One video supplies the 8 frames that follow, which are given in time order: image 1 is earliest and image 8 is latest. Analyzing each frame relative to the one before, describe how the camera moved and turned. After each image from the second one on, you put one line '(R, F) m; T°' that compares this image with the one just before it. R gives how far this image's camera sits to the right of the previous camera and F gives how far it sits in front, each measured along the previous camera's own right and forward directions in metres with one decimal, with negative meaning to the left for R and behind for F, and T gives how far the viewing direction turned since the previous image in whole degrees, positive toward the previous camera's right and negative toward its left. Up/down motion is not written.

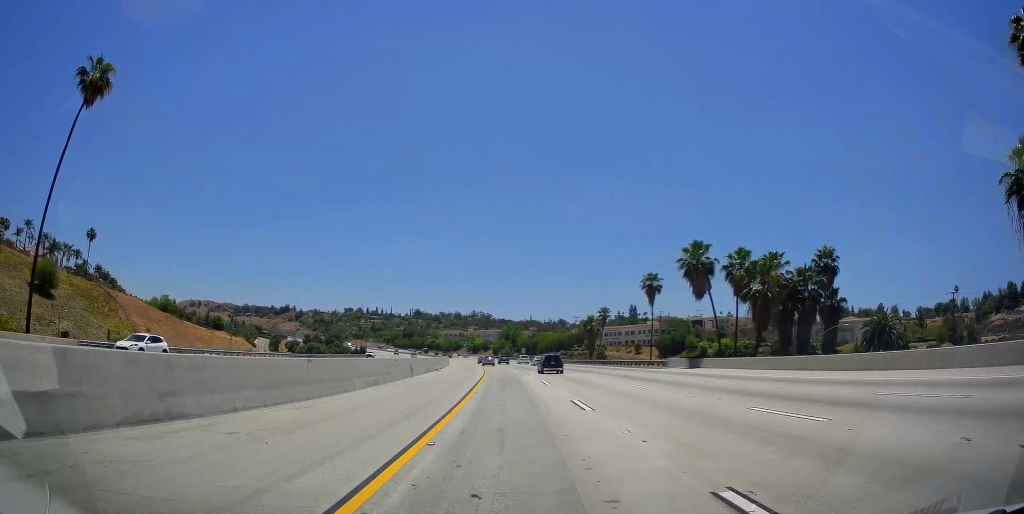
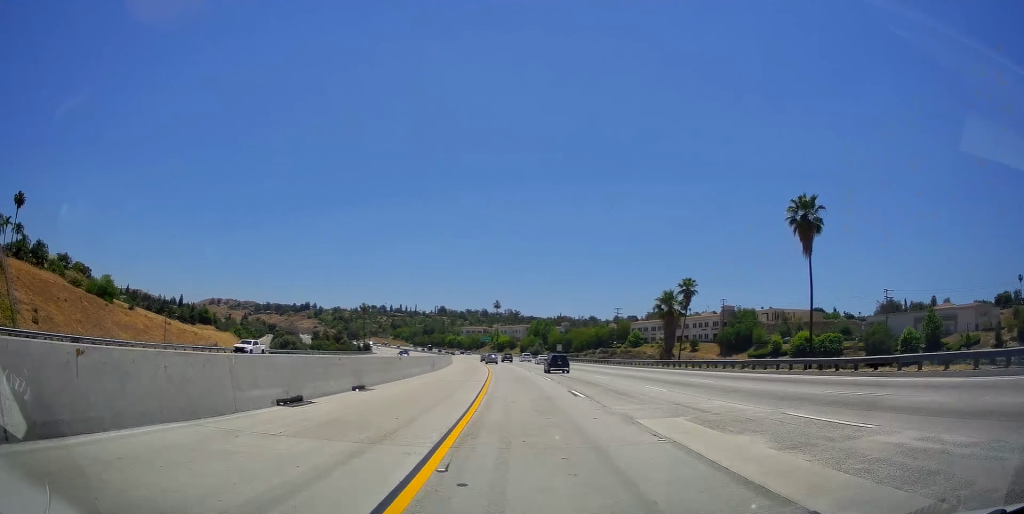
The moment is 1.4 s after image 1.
(-1.3, +44.1) m; -2°
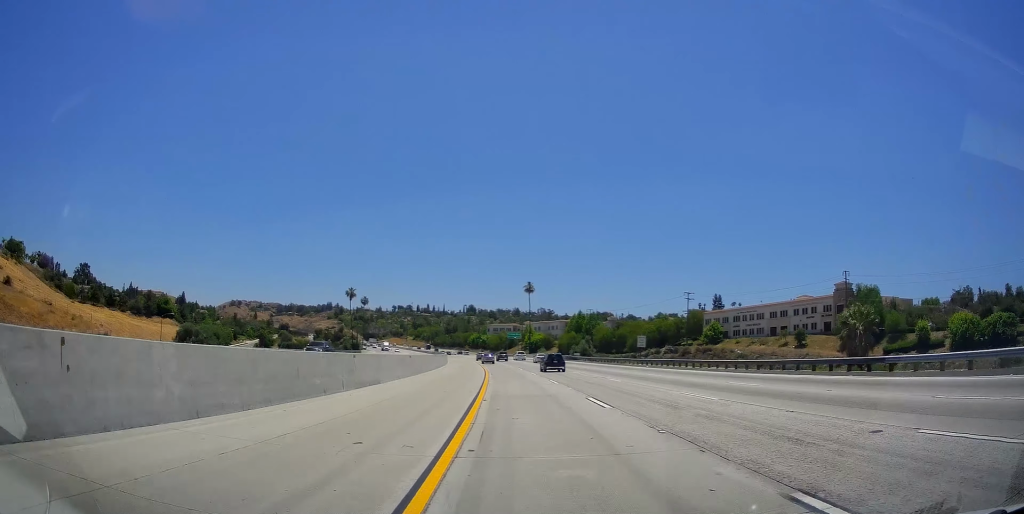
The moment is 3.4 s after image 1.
(-1.3, +62.8) m; -3°
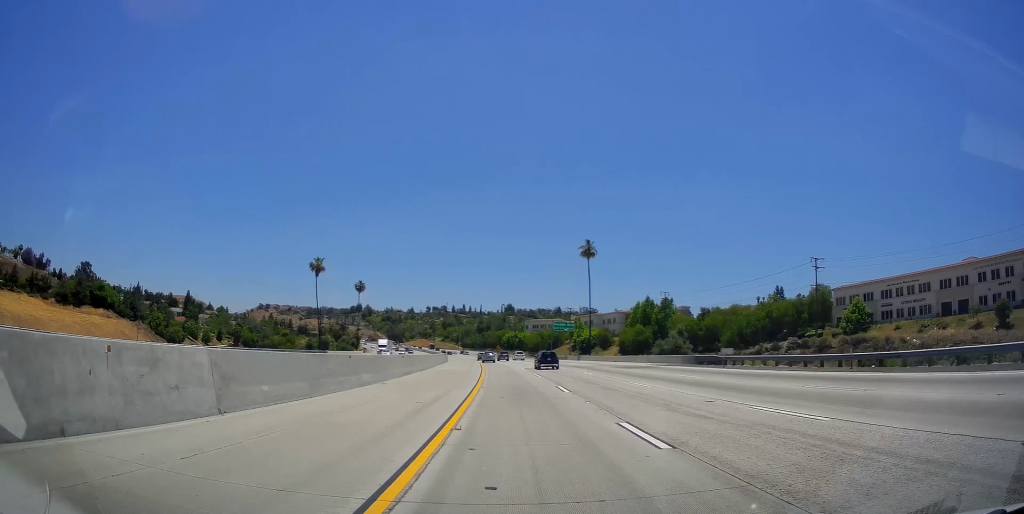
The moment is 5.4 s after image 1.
(-2.4, +65.7) m; -4°
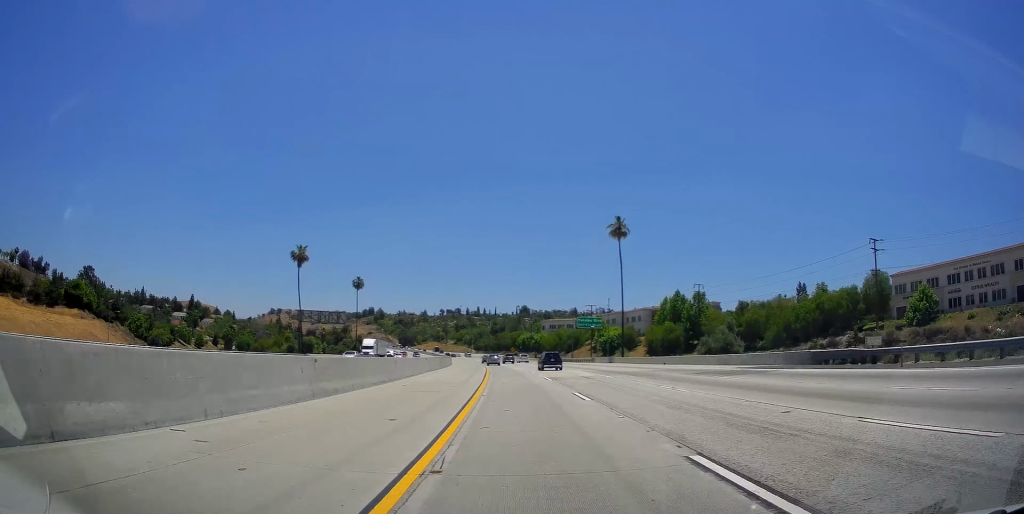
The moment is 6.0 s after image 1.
(-0.3, +17.9) m; -1°
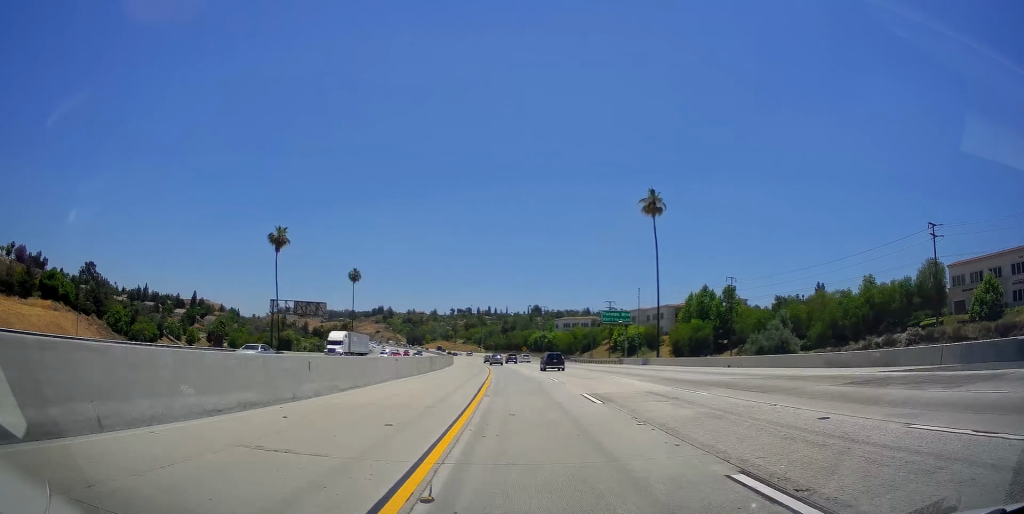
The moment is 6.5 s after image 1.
(0.0, +15.4) m; -1°
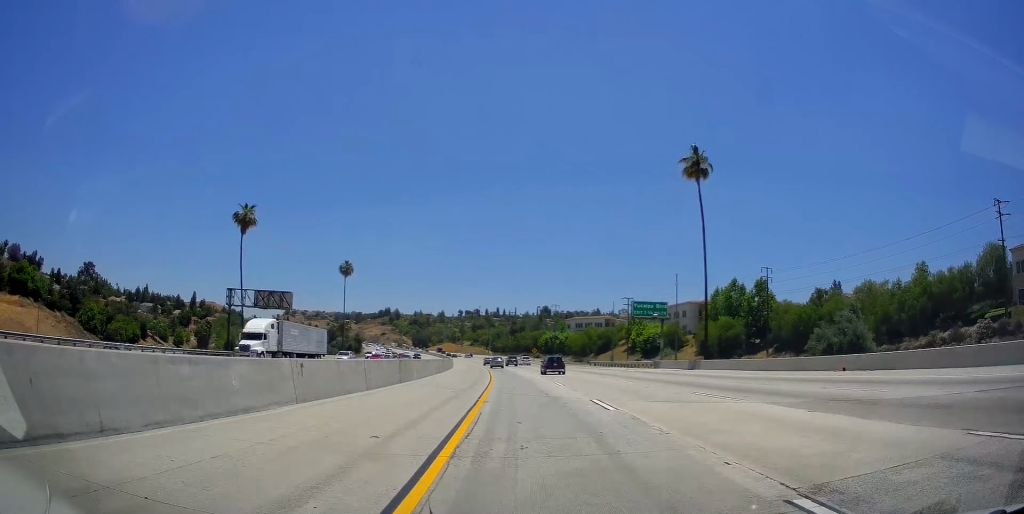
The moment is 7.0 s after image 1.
(-0.2, +15.6) m; -1°
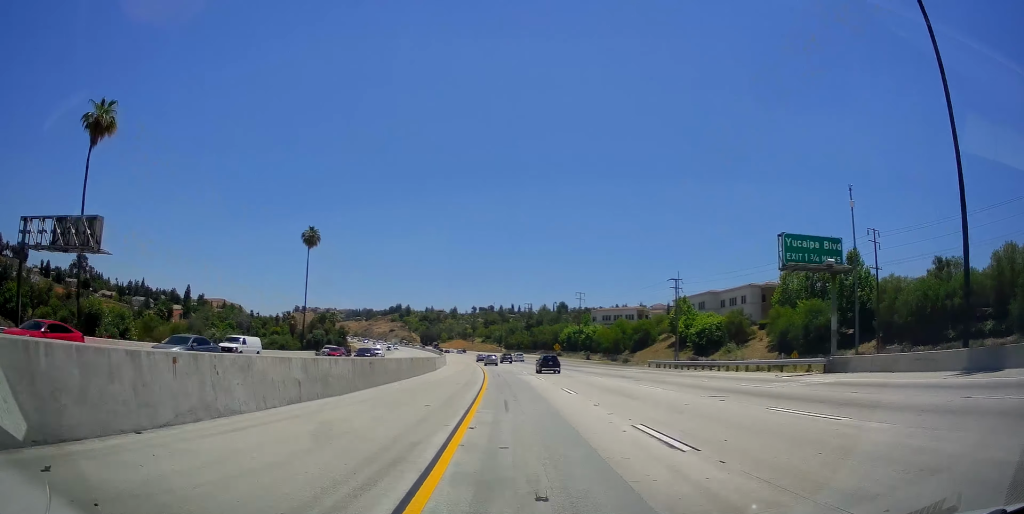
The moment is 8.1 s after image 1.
(-0.6, +35.8) m; -2°
